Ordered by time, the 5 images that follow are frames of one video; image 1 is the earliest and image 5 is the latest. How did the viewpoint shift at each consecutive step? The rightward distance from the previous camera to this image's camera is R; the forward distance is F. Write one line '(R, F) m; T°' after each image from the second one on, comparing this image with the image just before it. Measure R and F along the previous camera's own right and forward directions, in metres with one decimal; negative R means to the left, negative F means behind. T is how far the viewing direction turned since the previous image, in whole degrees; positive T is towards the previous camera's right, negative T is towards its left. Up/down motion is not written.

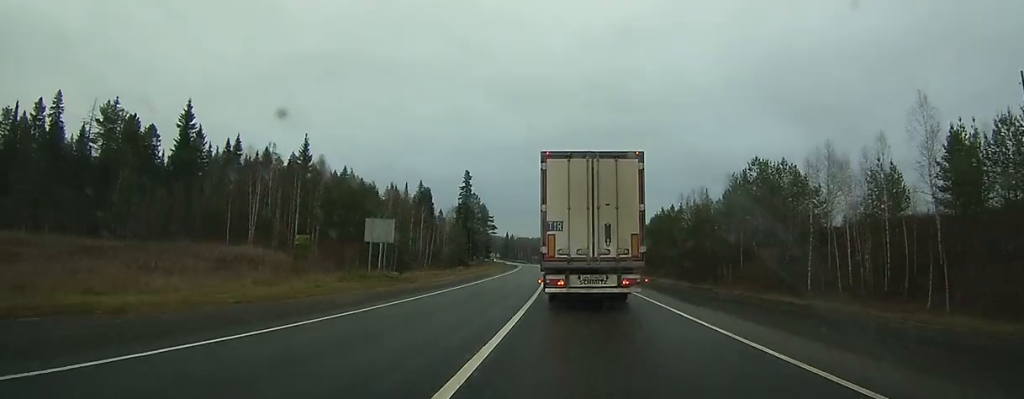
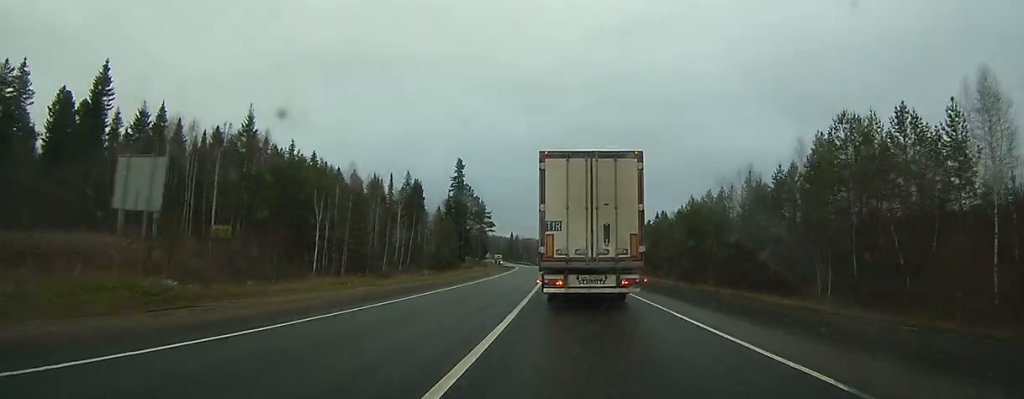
(-0.1, +24.3) m; -1°
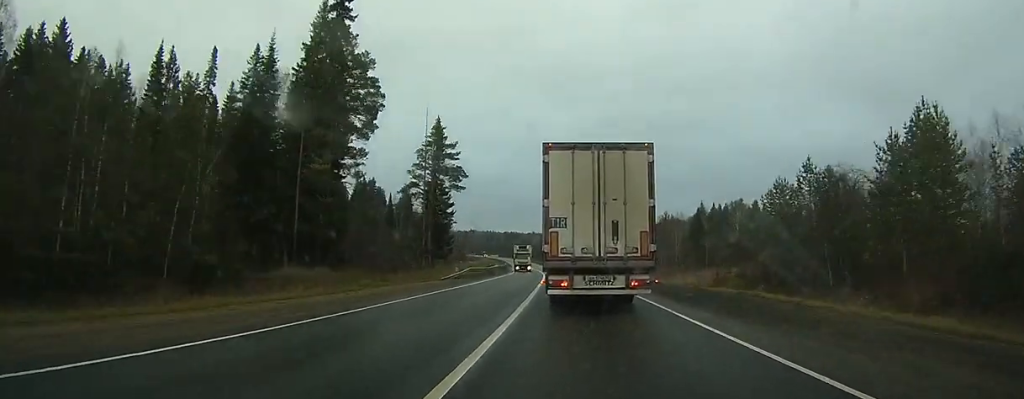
(-3.6, +102.6) m; -4°
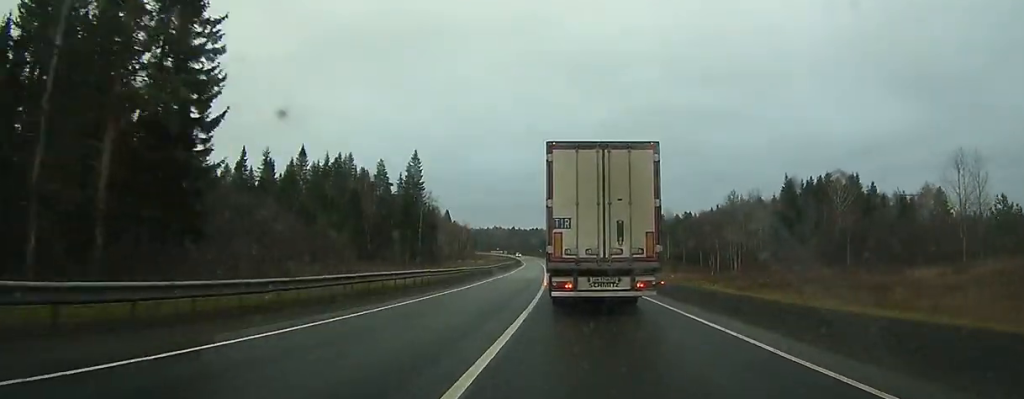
(-1.3, +56.1) m; -3°
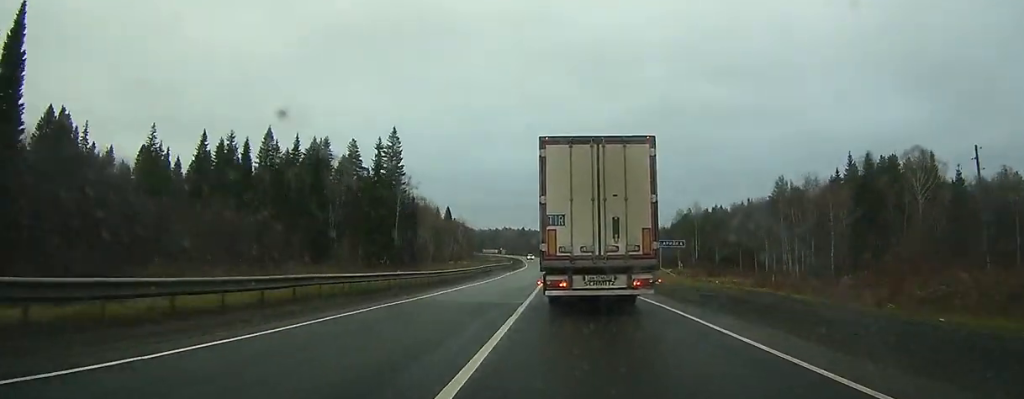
(-0.3, +28.7) m; -1°
